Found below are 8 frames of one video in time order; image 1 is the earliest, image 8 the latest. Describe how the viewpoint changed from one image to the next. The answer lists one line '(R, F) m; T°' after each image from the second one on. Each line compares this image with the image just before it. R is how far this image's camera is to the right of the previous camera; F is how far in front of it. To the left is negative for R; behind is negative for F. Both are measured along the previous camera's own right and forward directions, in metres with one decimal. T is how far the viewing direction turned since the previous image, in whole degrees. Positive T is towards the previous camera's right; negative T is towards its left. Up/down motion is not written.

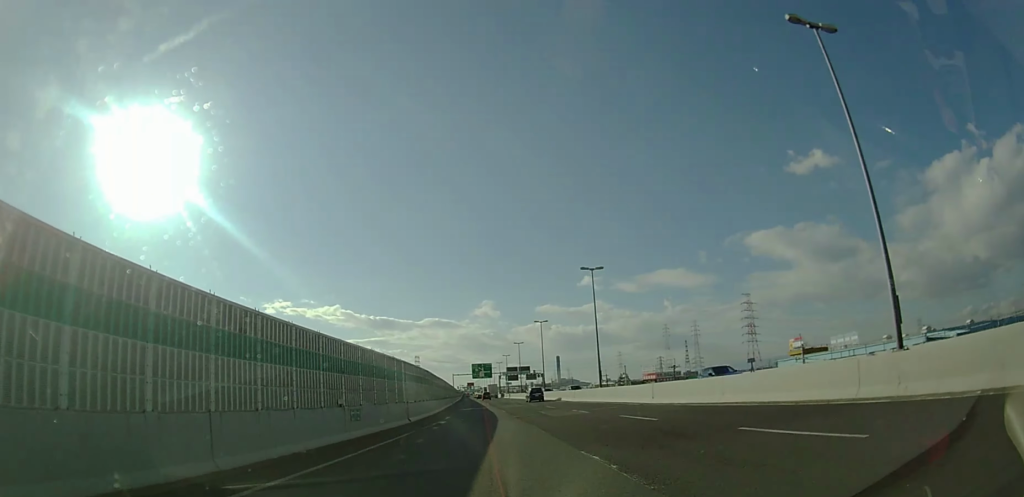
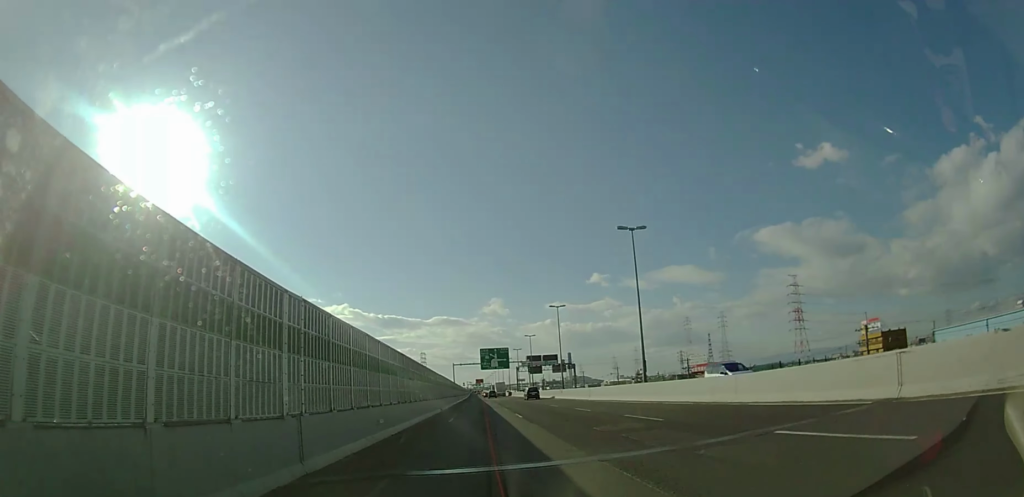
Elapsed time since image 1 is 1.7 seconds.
(-1.3, +40.1) m; -3°
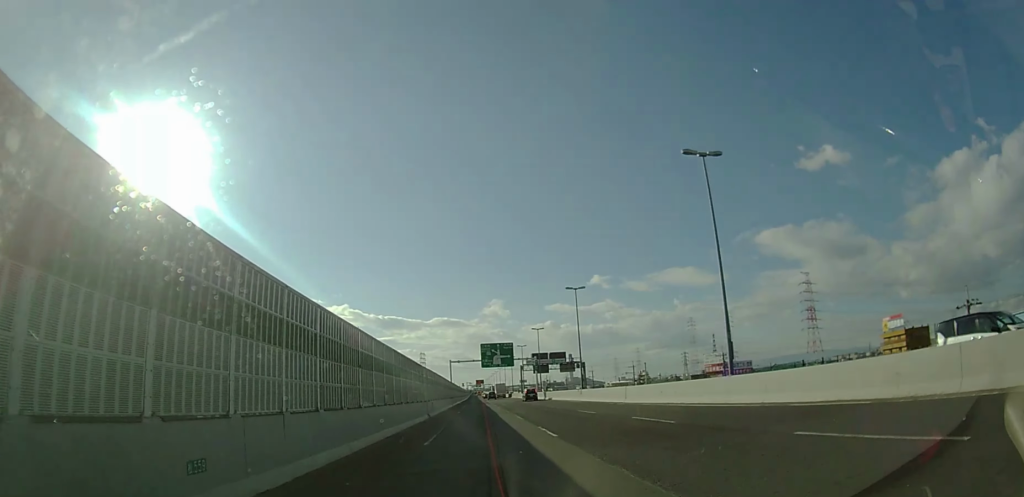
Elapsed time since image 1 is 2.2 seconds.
(-0.1, +10.8) m; 0°
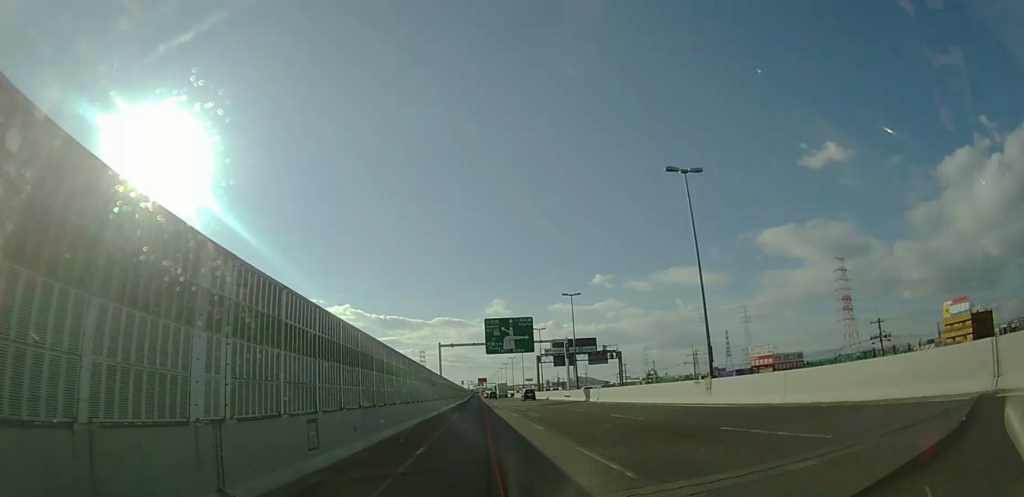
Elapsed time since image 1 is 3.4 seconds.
(+0.1, +27.0) m; +1°
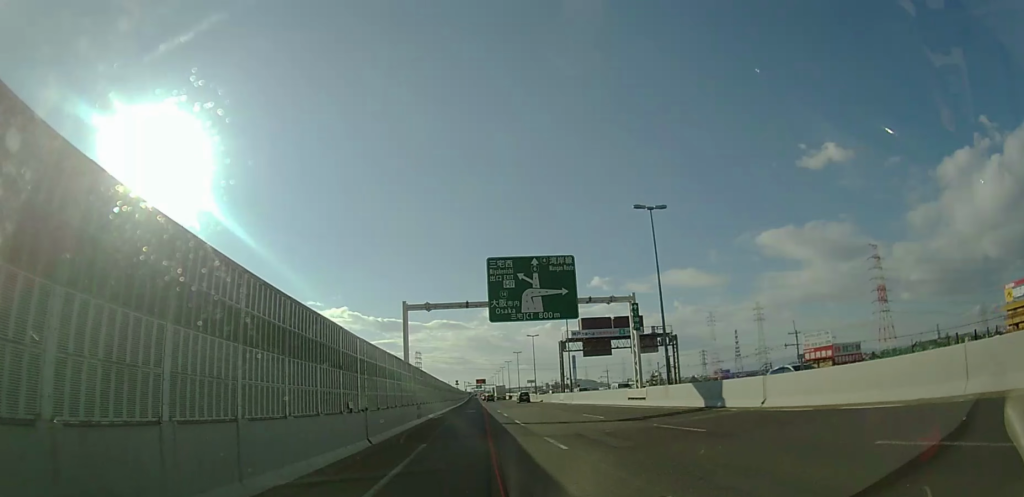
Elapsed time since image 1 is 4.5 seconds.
(+0.4, +25.3) m; +1°
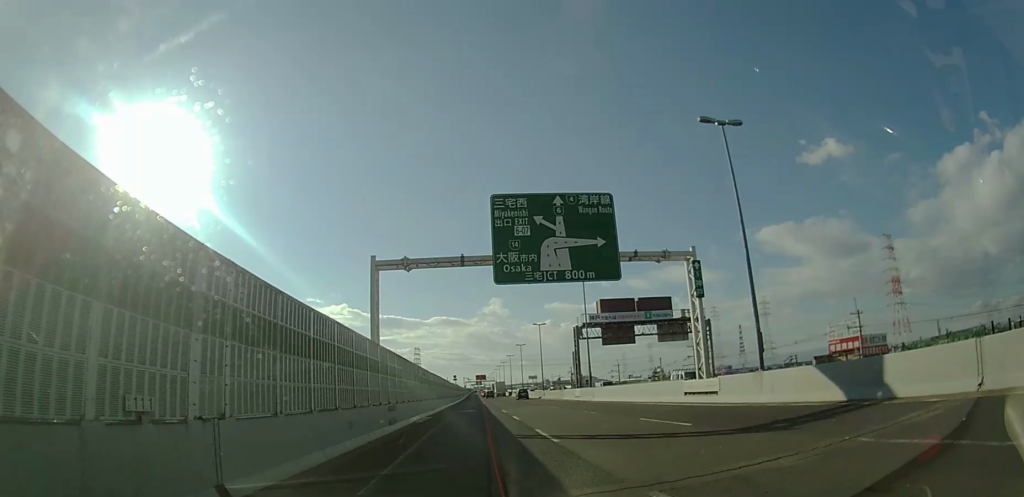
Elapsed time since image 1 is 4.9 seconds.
(+0.1, +9.2) m; 0°
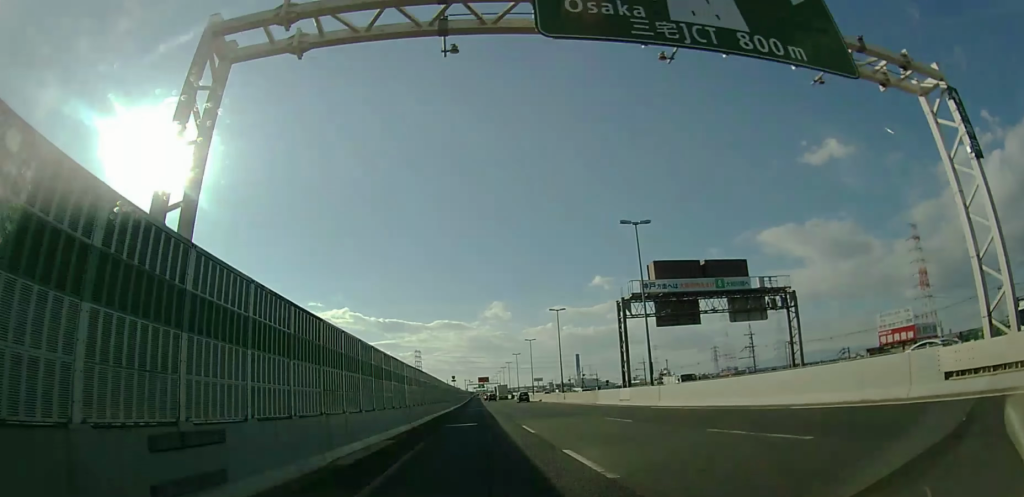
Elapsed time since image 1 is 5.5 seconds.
(+0.1, +15.4) m; -1°
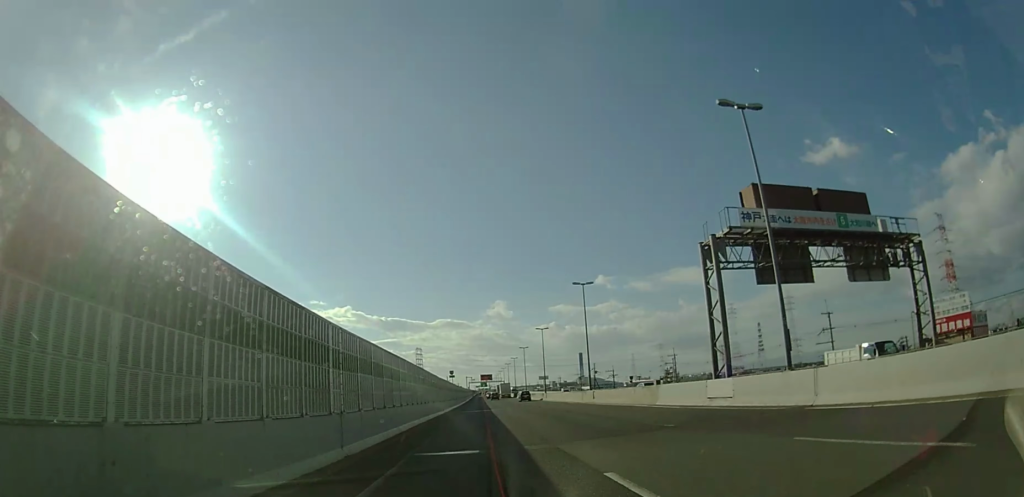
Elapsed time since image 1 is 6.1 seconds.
(-0.3, +13.1) m; -1°
